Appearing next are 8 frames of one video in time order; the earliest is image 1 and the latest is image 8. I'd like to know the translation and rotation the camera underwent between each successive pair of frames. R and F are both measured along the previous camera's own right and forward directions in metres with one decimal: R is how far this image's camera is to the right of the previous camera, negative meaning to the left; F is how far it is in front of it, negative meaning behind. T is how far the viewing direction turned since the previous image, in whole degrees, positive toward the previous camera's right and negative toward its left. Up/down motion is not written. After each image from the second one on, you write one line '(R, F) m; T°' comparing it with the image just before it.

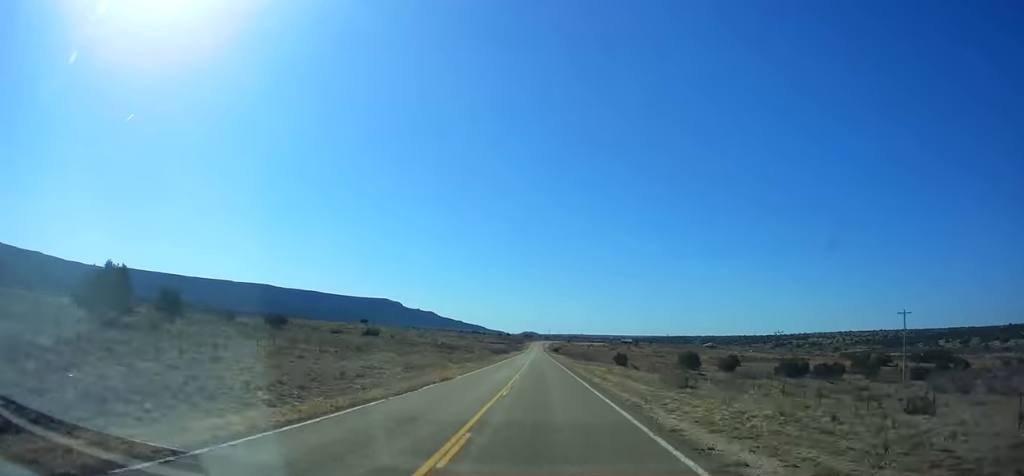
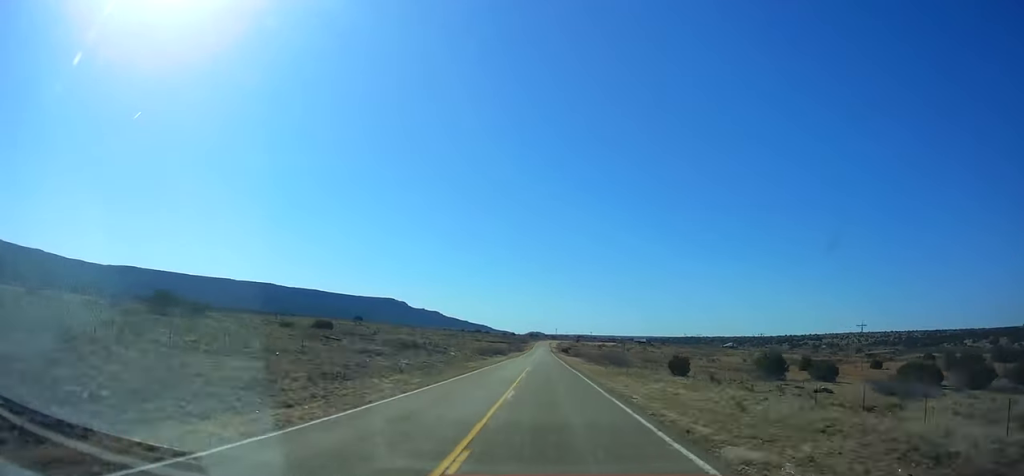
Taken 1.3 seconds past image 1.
(-0.3, +39.6) m; -1°
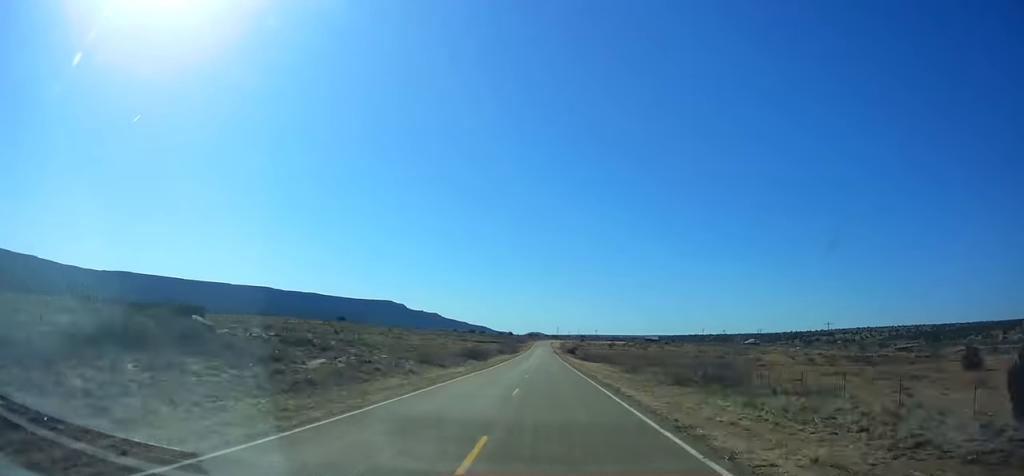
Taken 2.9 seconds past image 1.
(-0.5, +48.3) m; 0°
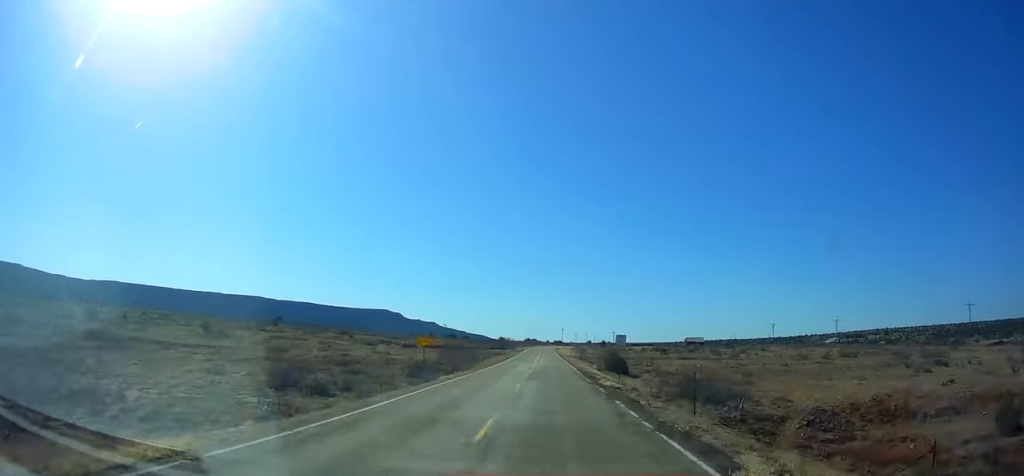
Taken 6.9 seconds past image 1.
(+0.2, +120.4) m; 0°
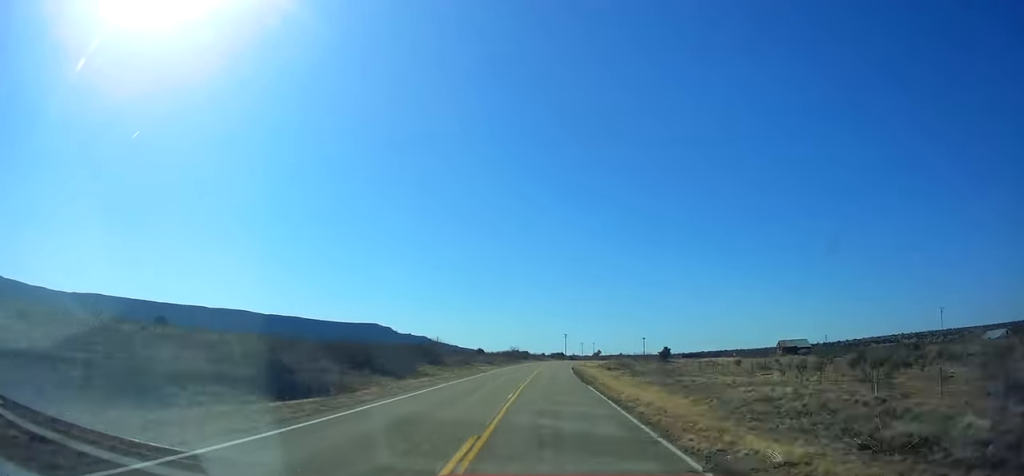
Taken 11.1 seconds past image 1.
(0.0, +125.8) m; +1°
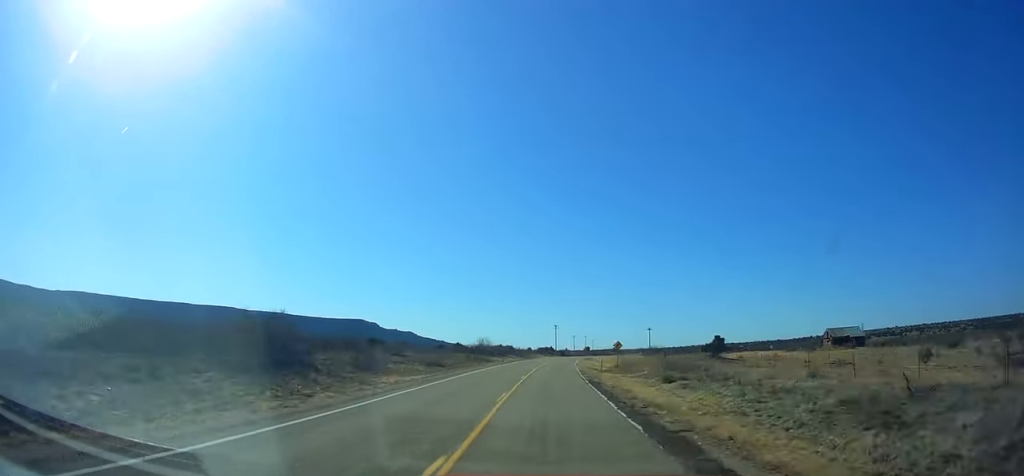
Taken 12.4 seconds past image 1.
(+0.1, +38.8) m; +1°
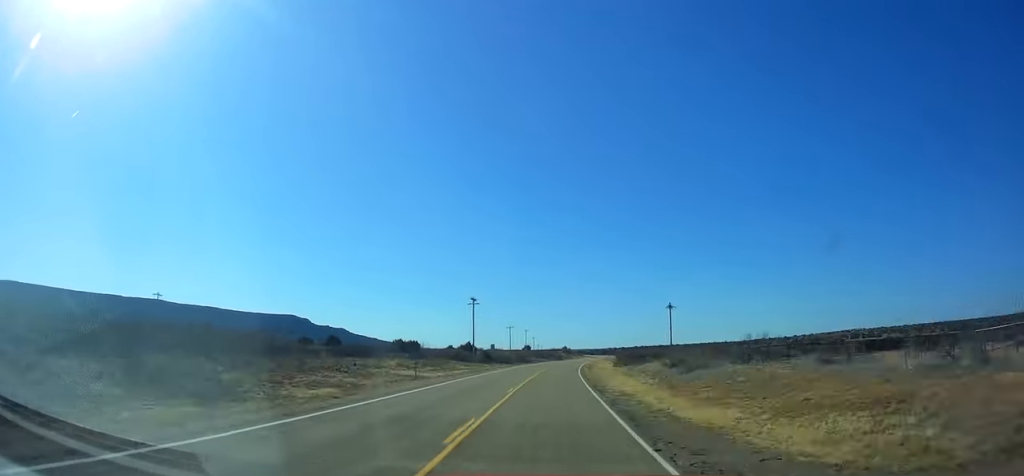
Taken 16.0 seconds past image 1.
(+3.3, +106.5) m; +5°
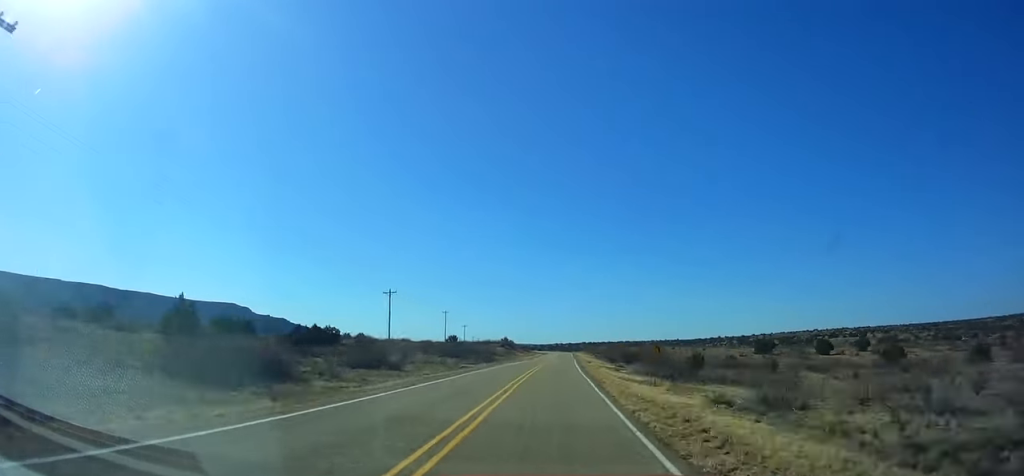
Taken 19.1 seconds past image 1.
(+4.5, +91.7) m; +5°
